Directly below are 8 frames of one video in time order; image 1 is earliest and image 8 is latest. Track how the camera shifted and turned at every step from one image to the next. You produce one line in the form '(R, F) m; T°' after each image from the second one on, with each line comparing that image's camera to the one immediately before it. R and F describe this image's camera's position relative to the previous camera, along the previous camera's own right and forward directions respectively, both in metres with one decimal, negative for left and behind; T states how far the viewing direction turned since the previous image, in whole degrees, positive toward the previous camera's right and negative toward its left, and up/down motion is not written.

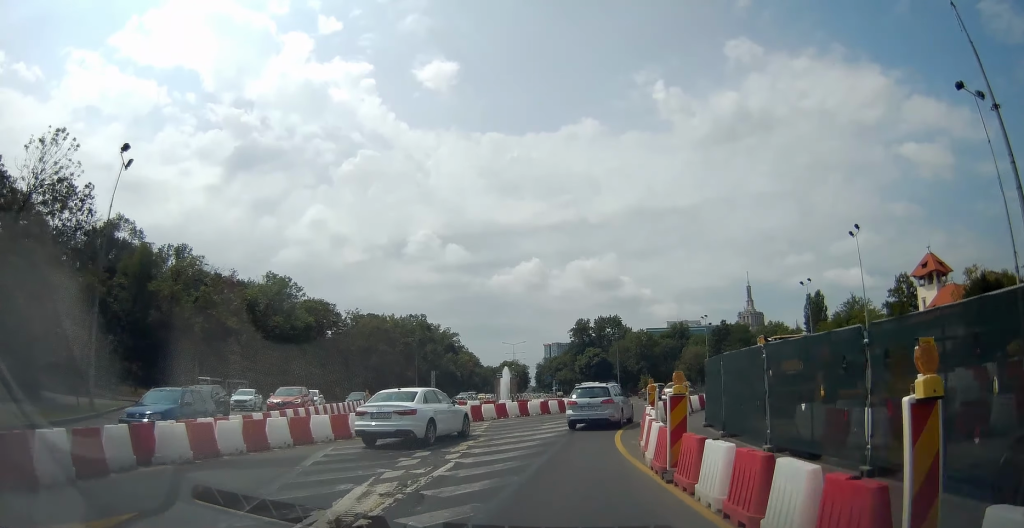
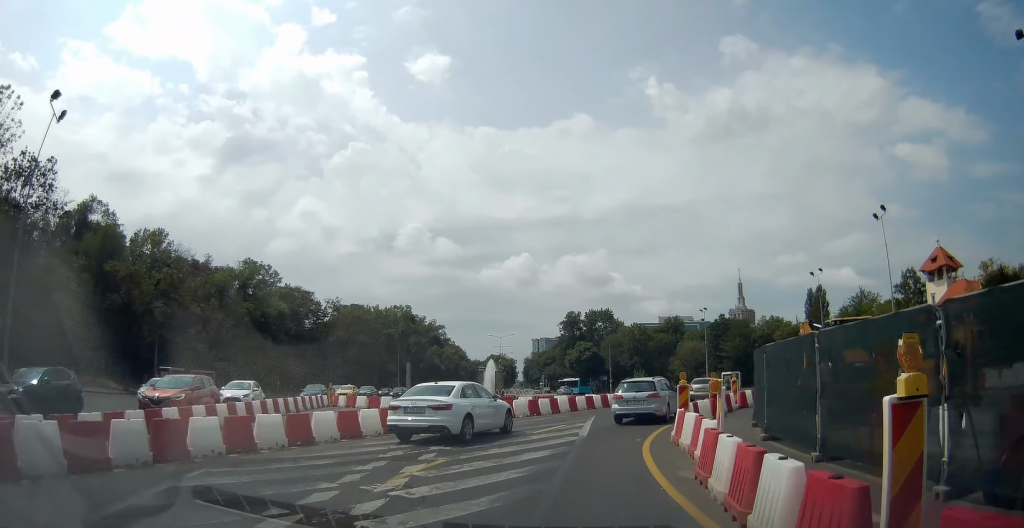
(+0.1, +5.4) m; +3°
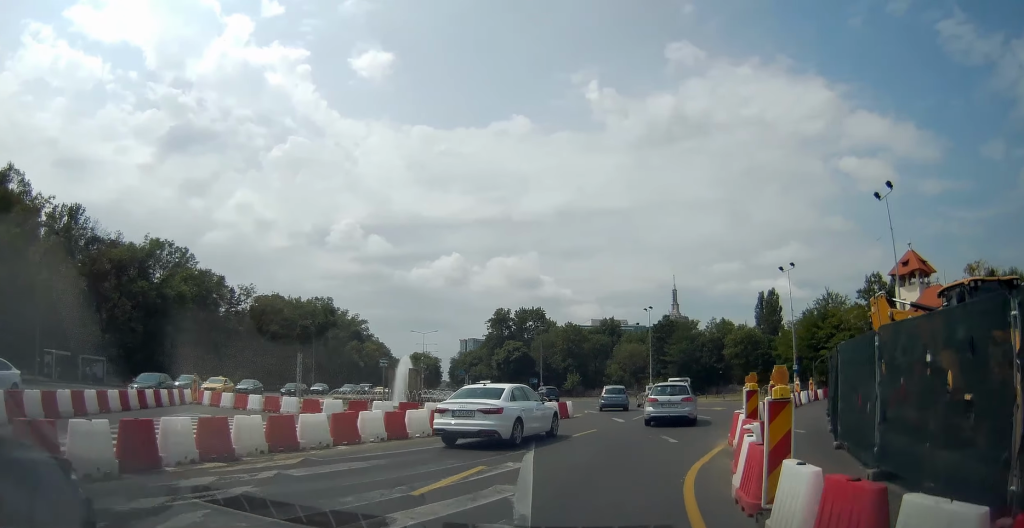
(+0.5, +9.1) m; +8°
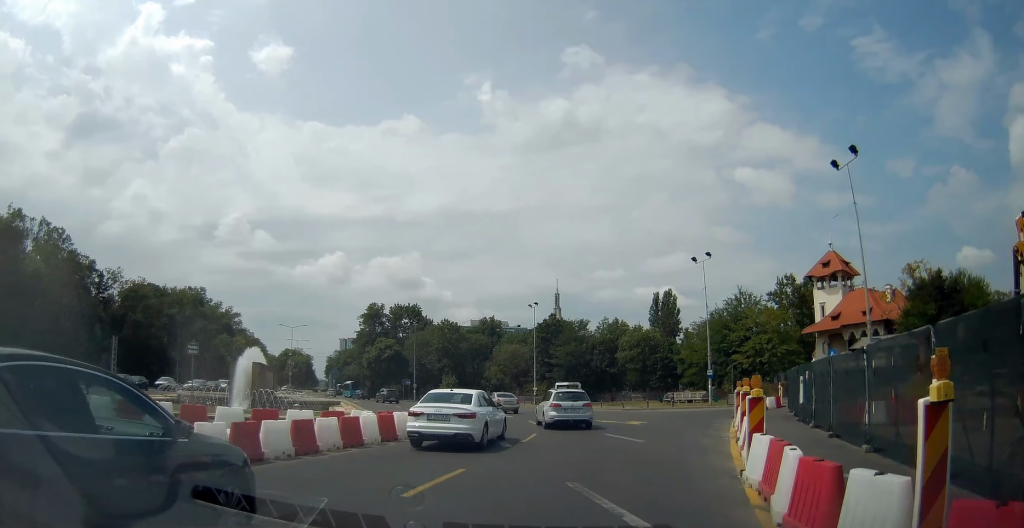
(+0.8, +8.5) m; +10°
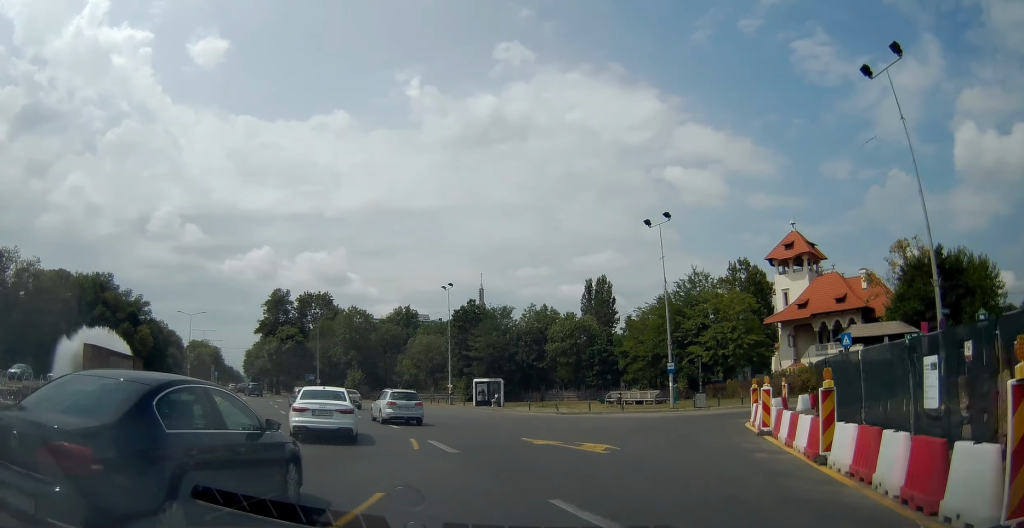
(+0.6, +11.8) m; -3°
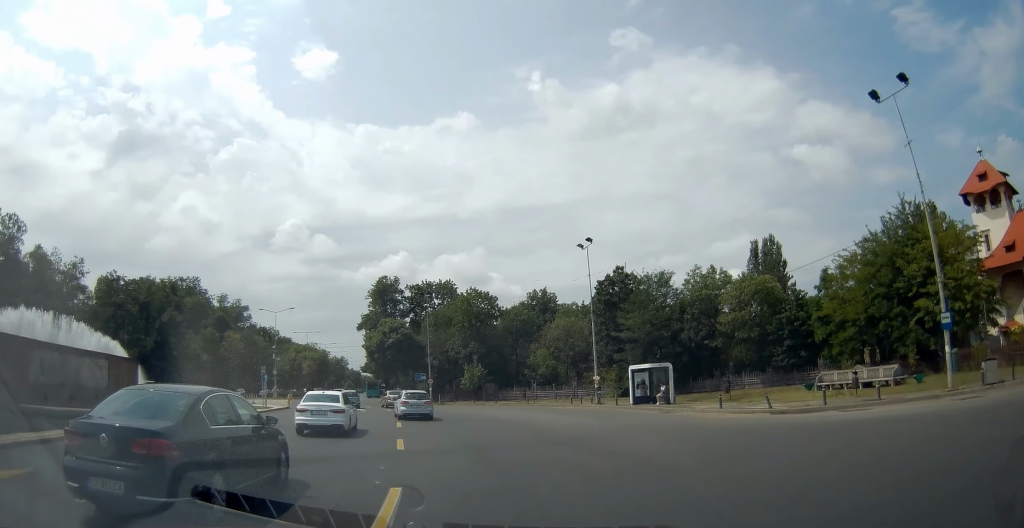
(-2.3, +16.9) m; -15°
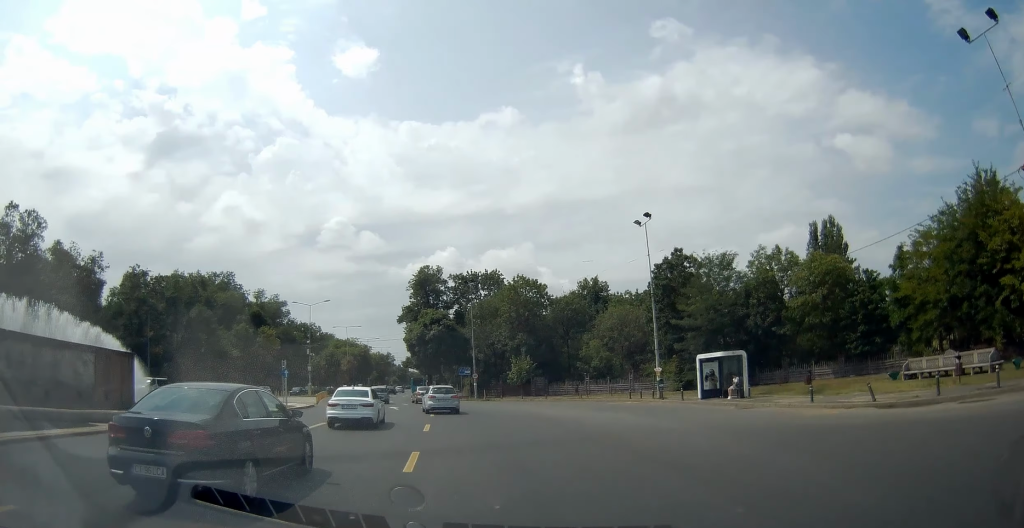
(-0.1, +4.8) m; -3°
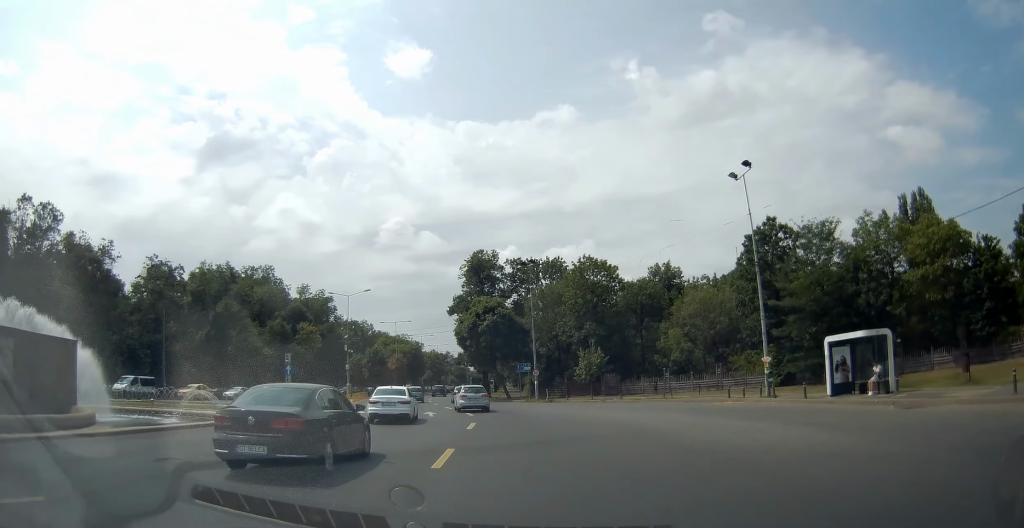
(-0.4, +9.1) m; -4°
